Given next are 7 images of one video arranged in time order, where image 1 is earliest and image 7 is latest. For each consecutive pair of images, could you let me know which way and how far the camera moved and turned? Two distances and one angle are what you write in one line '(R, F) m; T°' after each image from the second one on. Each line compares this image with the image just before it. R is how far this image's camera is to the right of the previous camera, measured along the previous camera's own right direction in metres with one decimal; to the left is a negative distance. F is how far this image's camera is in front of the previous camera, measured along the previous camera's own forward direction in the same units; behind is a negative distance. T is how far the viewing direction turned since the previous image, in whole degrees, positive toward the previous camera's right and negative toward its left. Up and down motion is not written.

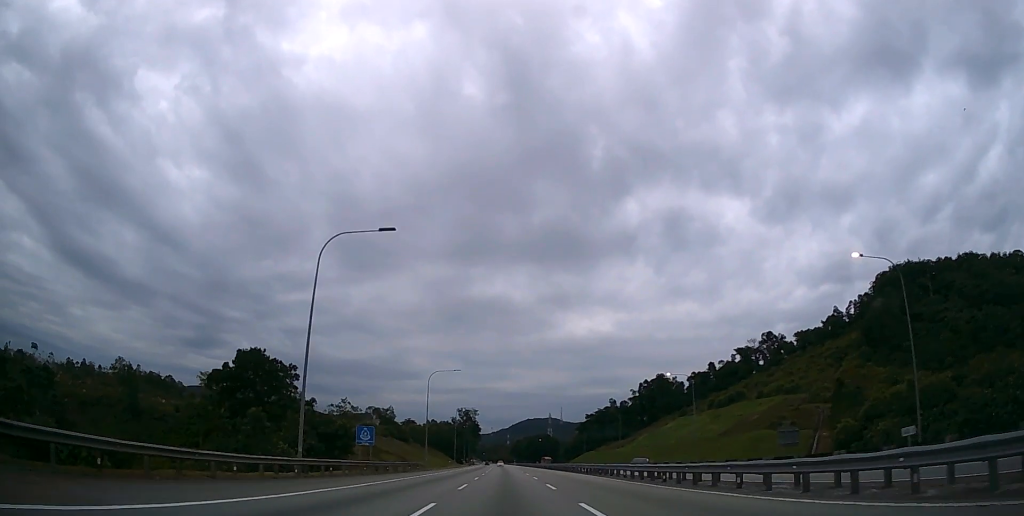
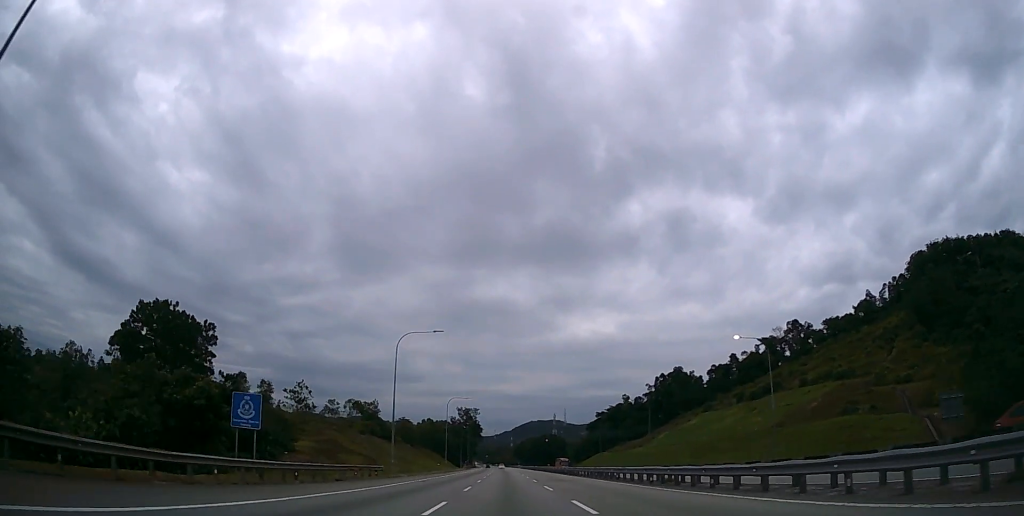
(-0.1, +21.8) m; 0°
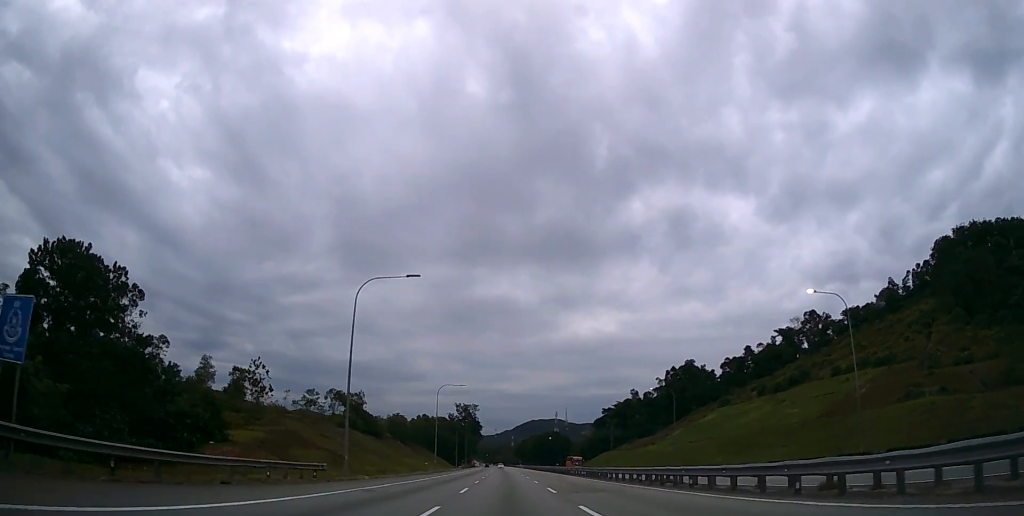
(0.0, +13.8) m; 0°
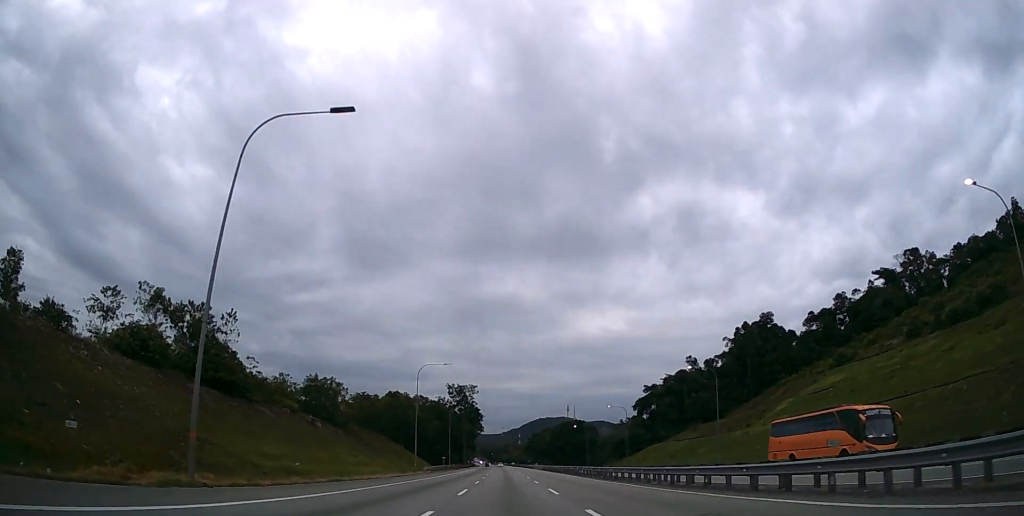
(-0.5, +61.3) m; -1°
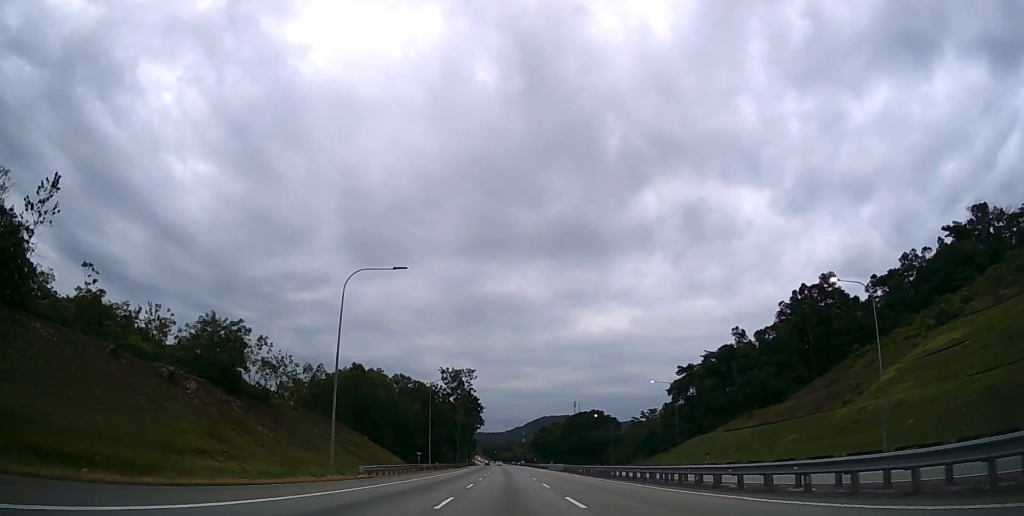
(-0.1, +30.7) m; 0°
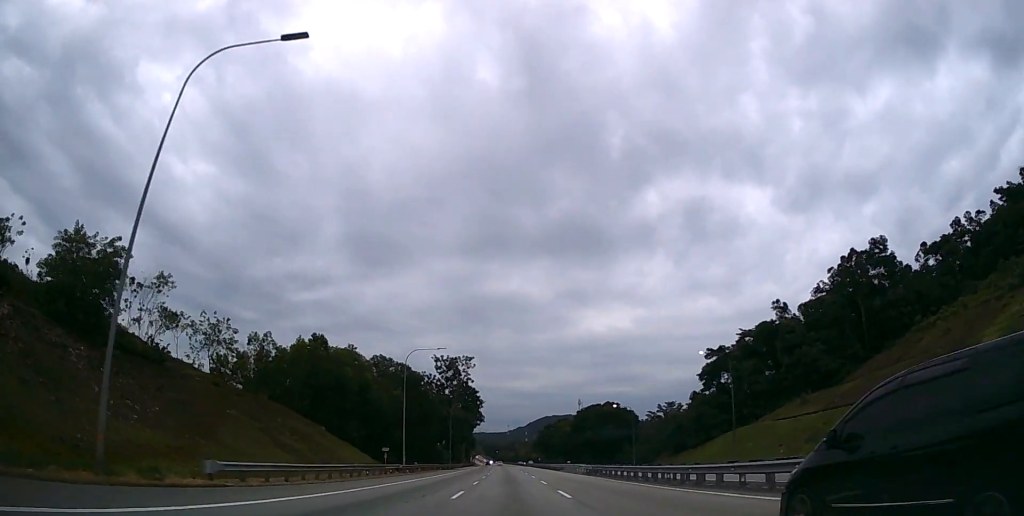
(0.0, +19.8) m; 0°
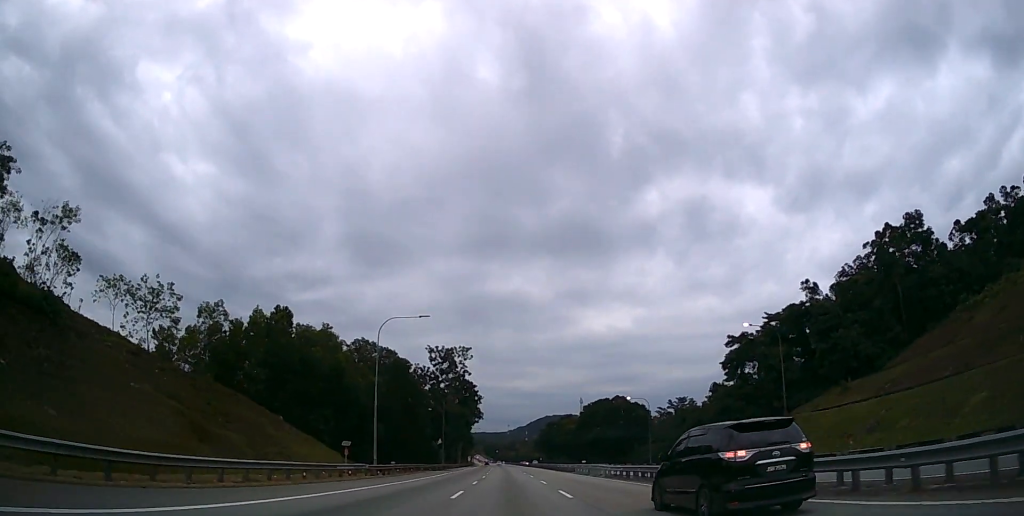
(0.0, +11.9) m; 0°
